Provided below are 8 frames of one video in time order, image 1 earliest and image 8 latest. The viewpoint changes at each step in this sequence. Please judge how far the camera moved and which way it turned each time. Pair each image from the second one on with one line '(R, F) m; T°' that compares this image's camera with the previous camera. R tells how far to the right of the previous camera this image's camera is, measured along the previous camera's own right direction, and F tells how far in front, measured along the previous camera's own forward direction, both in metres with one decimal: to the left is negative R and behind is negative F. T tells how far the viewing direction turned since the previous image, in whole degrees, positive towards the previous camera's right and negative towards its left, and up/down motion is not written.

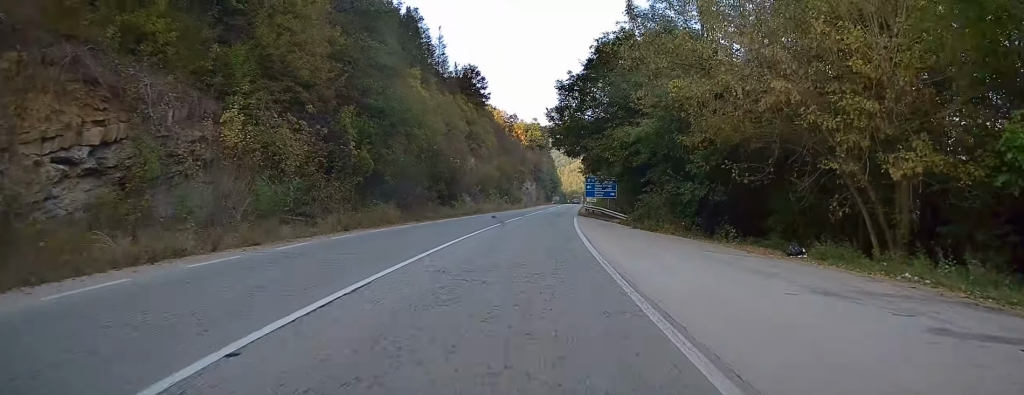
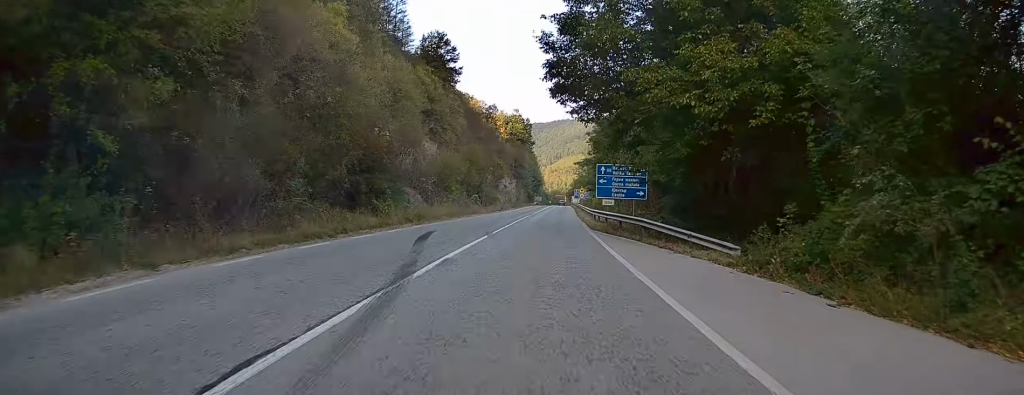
(+0.4, +23.5) m; +2°
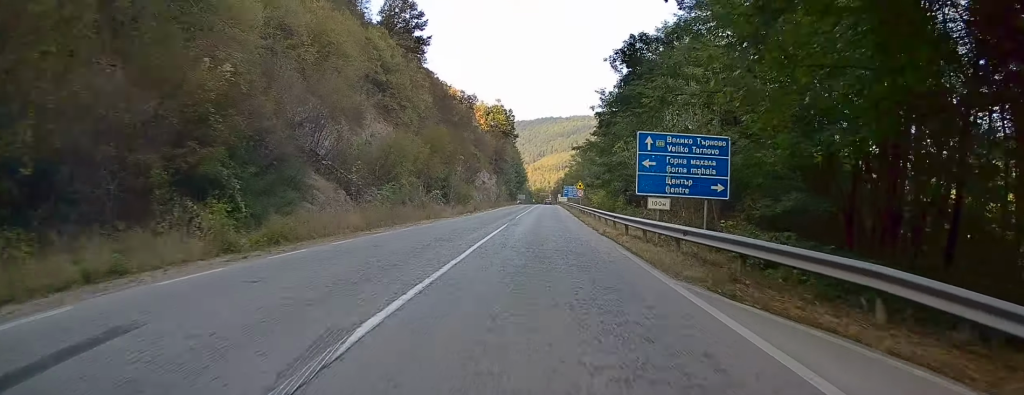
(+0.2, +18.0) m; +1°
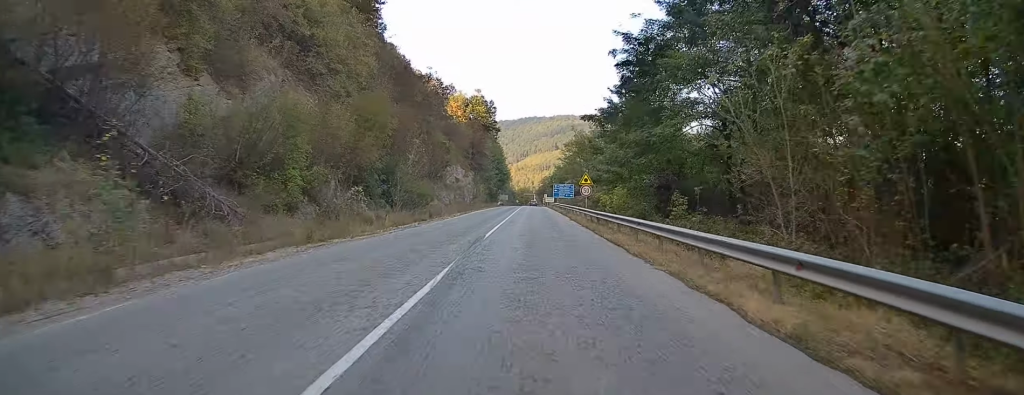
(+0.2, +18.8) m; +1°
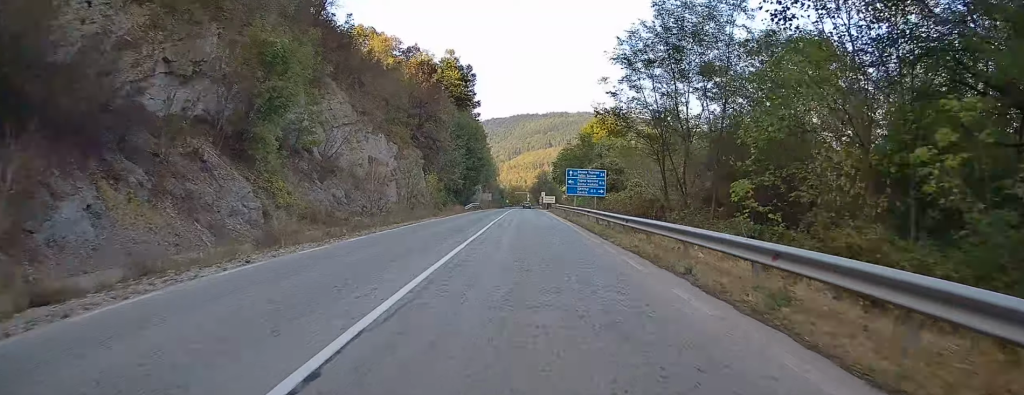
(+1.2, +48.0) m; +2°
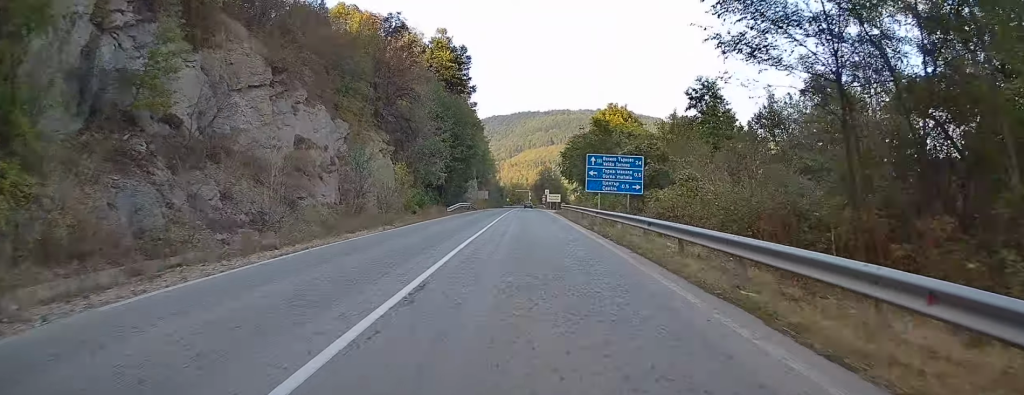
(-0.1, +16.0) m; 0°
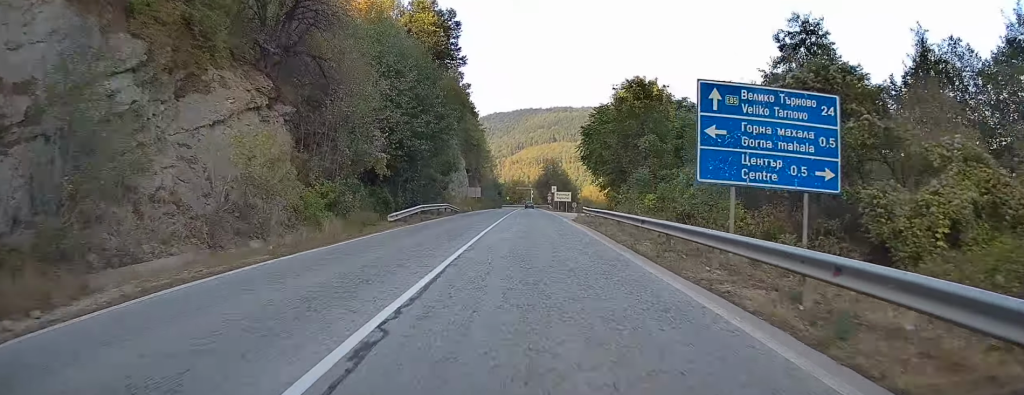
(+0.1, +22.8) m; 0°
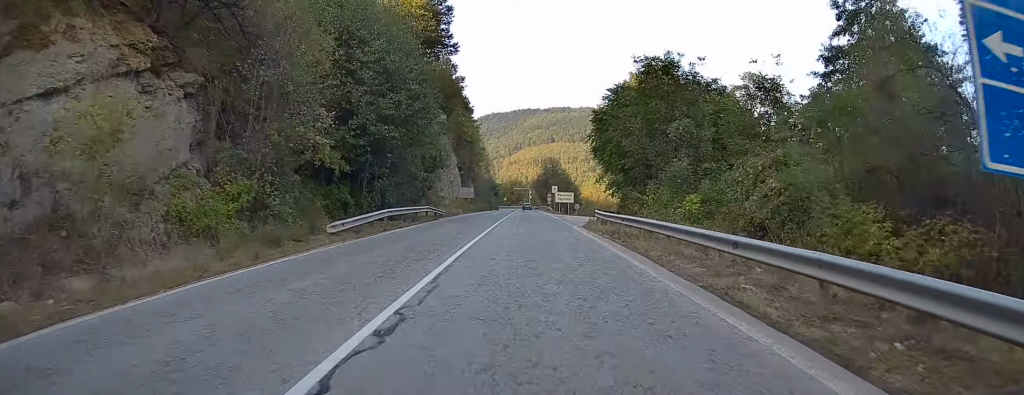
(0.0, +8.5) m; 0°
